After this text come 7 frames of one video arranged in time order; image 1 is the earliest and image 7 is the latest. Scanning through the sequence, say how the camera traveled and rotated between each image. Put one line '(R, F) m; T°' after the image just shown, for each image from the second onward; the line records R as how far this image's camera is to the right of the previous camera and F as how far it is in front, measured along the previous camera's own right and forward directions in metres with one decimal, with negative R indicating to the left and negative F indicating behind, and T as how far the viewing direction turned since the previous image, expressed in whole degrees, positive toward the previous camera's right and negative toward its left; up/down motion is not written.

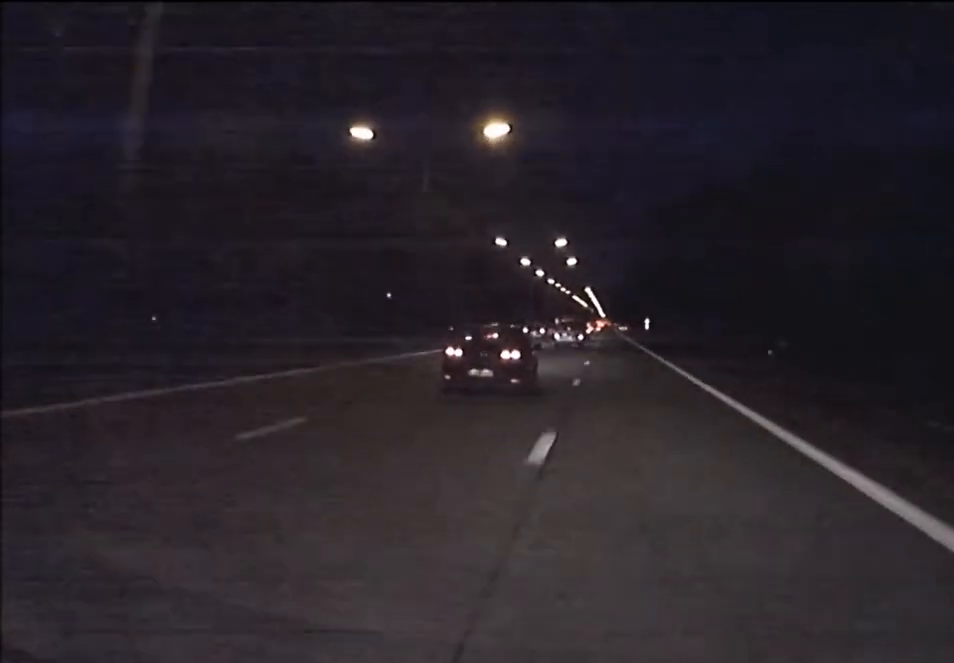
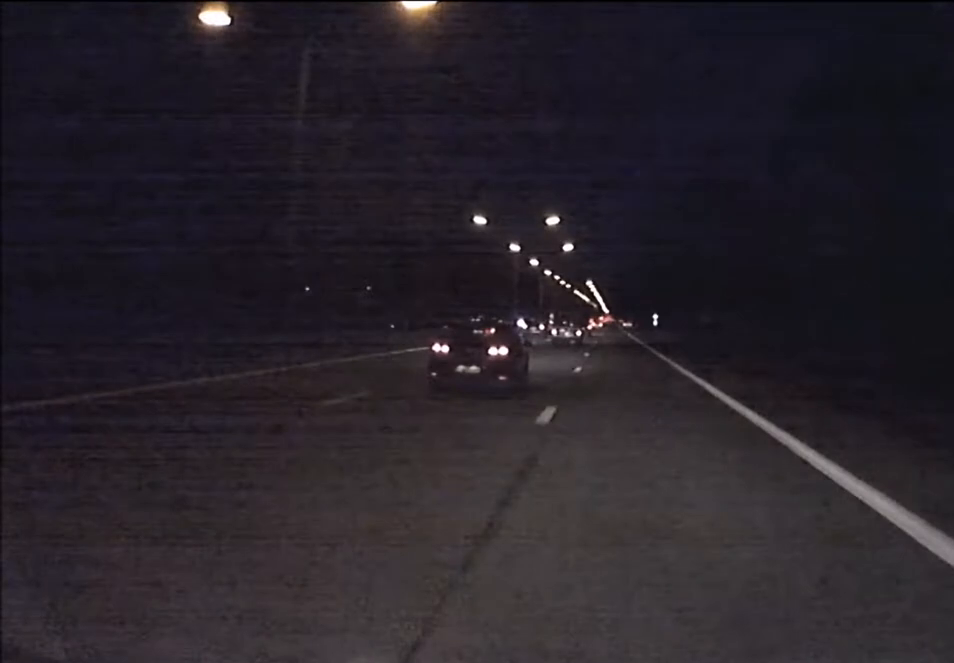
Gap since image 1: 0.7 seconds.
(-0.1, +21.9) m; 0°
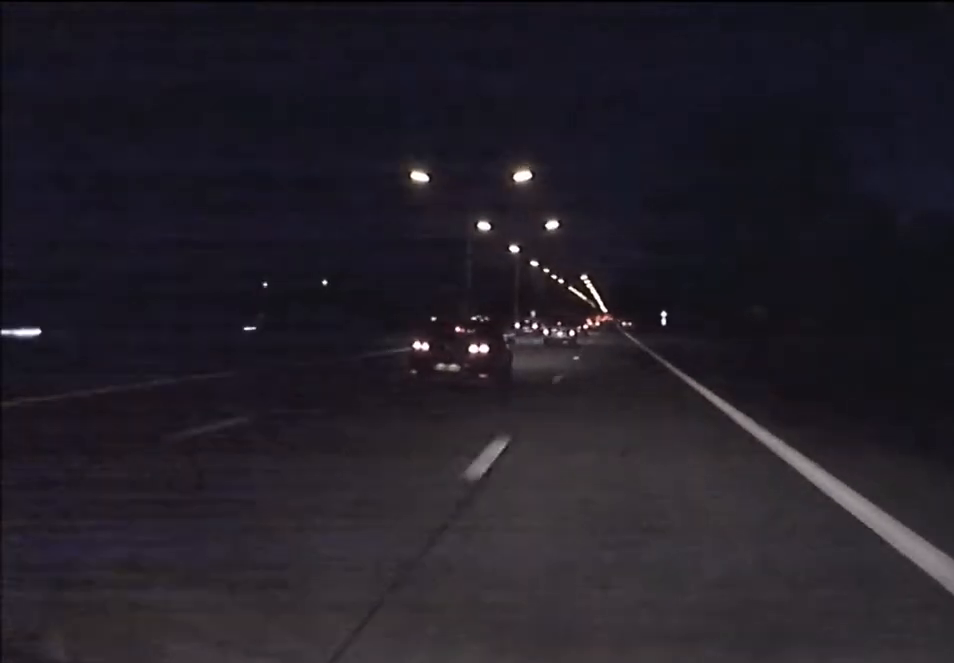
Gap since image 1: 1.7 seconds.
(0.0, +28.9) m; 0°
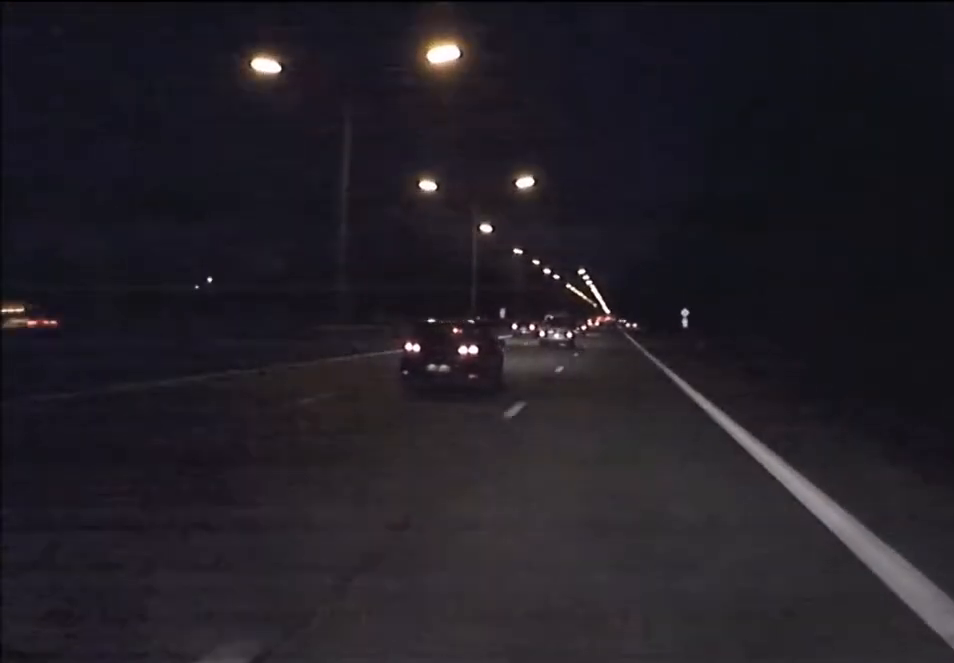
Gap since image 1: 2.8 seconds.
(0.0, +33.5) m; 0°
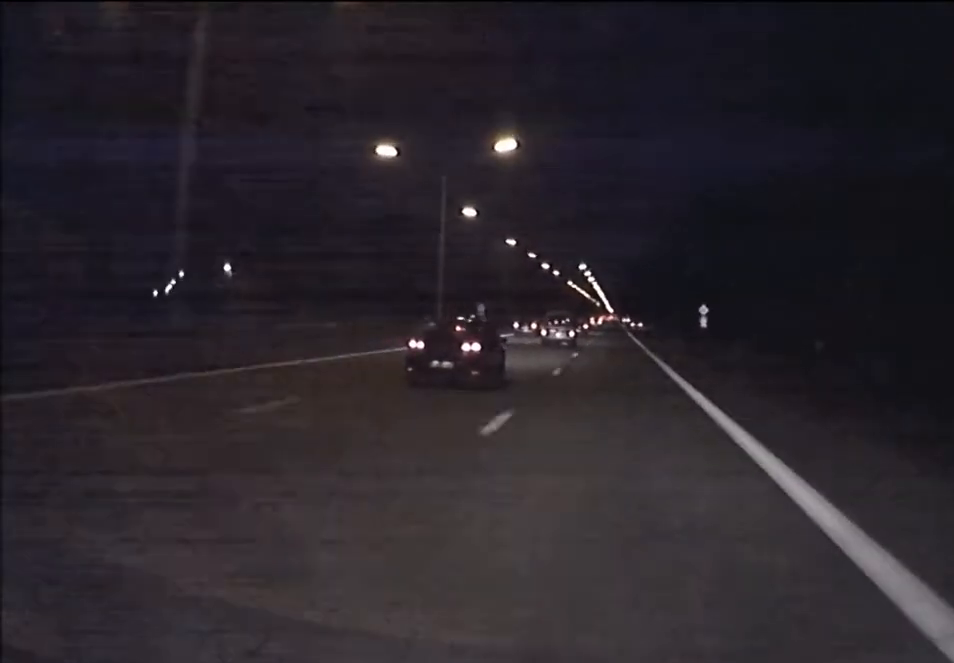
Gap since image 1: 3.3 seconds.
(0.0, +12.8) m; 0°
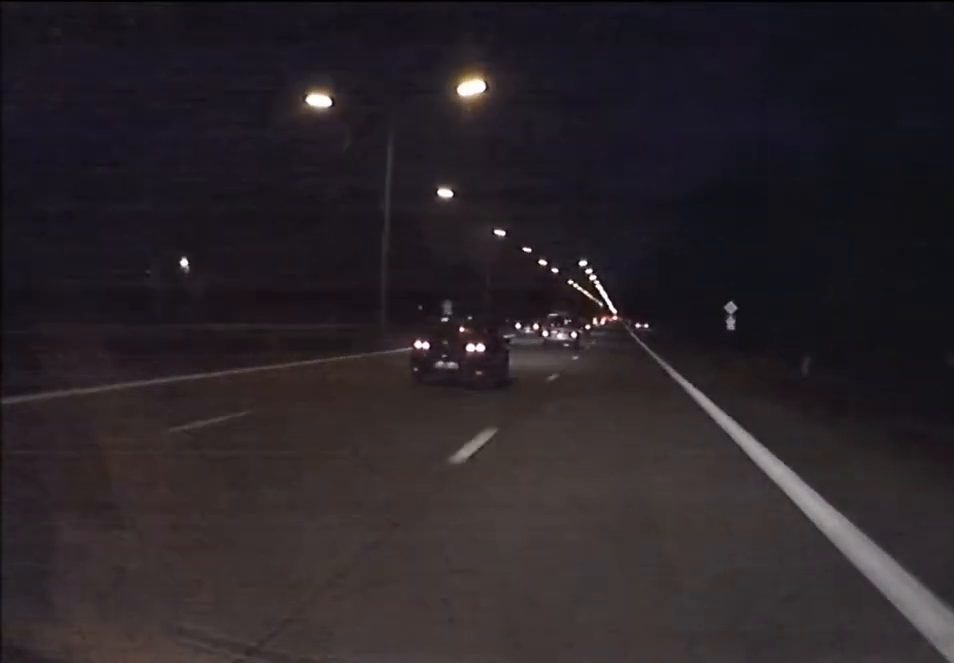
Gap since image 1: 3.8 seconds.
(0.0, +15.6) m; 0°
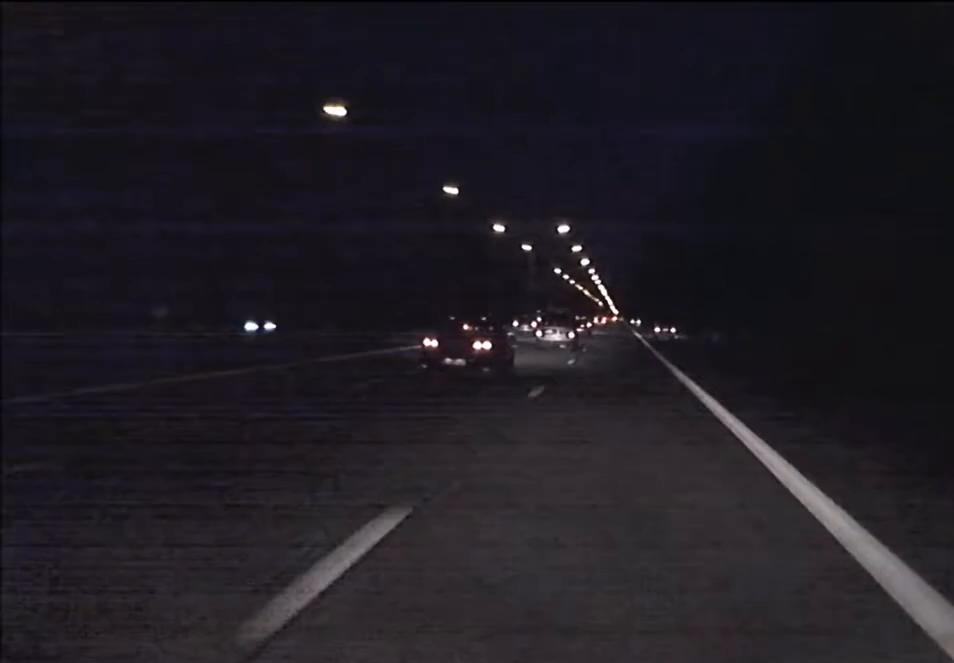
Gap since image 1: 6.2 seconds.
(-0.1, +68.5) m; 0°
